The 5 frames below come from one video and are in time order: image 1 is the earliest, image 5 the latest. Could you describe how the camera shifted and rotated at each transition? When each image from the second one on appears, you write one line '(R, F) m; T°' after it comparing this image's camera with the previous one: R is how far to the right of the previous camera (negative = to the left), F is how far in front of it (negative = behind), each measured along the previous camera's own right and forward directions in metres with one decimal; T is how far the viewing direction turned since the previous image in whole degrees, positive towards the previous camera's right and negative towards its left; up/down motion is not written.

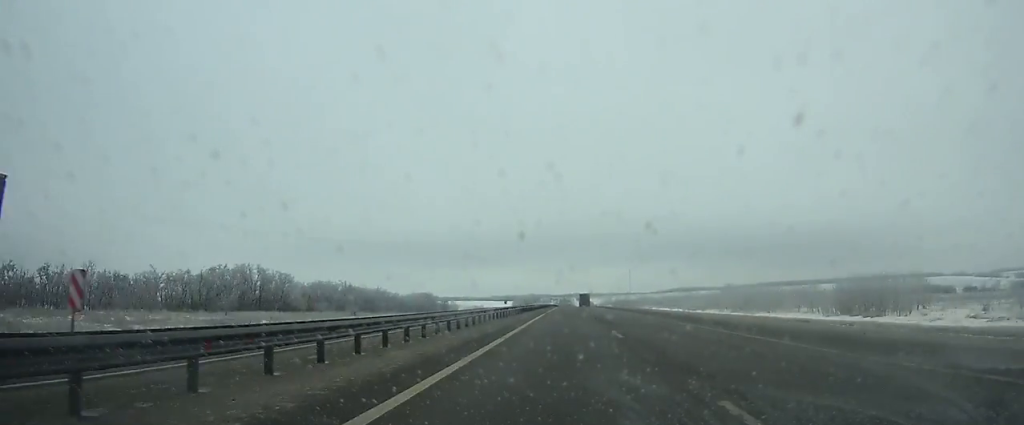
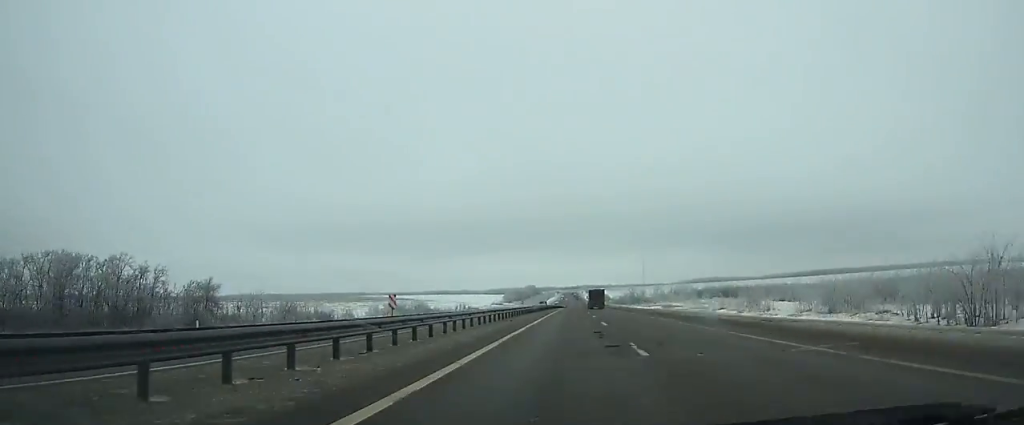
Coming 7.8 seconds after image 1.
(-0.2, +229.8) m; 0°
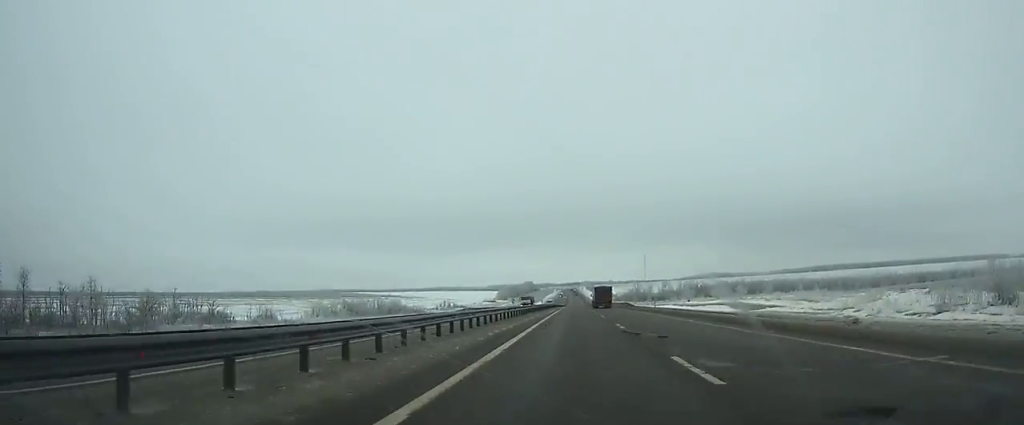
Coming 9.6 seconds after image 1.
(-0.1, +53.5) m; 0°
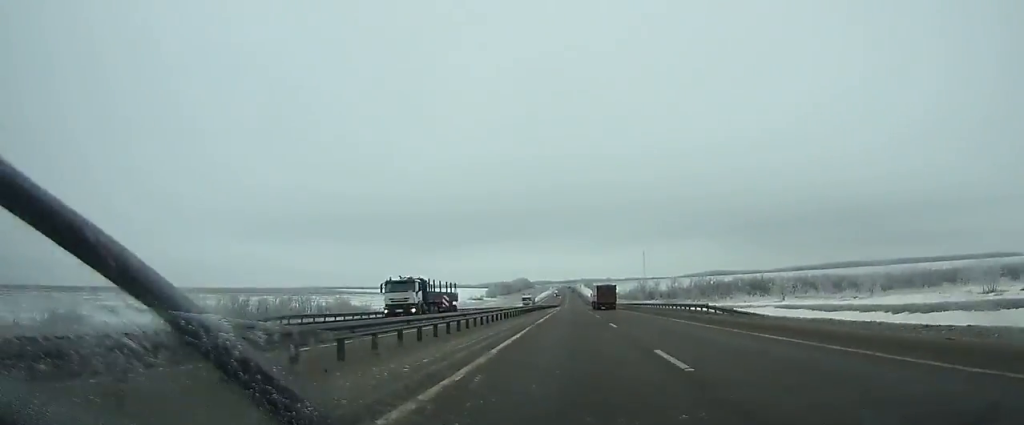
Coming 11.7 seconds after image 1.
(+0.1, +62.6) m; 0°
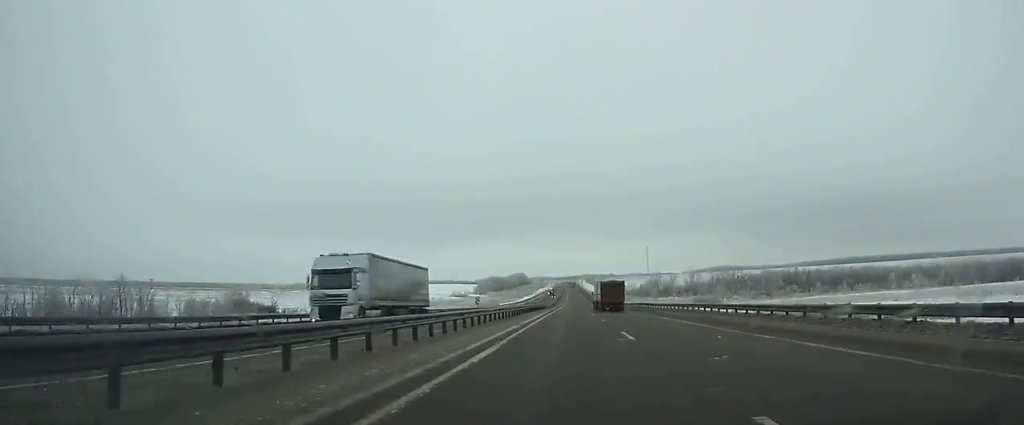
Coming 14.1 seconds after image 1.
(+0.1, +71.7) m; 0°
